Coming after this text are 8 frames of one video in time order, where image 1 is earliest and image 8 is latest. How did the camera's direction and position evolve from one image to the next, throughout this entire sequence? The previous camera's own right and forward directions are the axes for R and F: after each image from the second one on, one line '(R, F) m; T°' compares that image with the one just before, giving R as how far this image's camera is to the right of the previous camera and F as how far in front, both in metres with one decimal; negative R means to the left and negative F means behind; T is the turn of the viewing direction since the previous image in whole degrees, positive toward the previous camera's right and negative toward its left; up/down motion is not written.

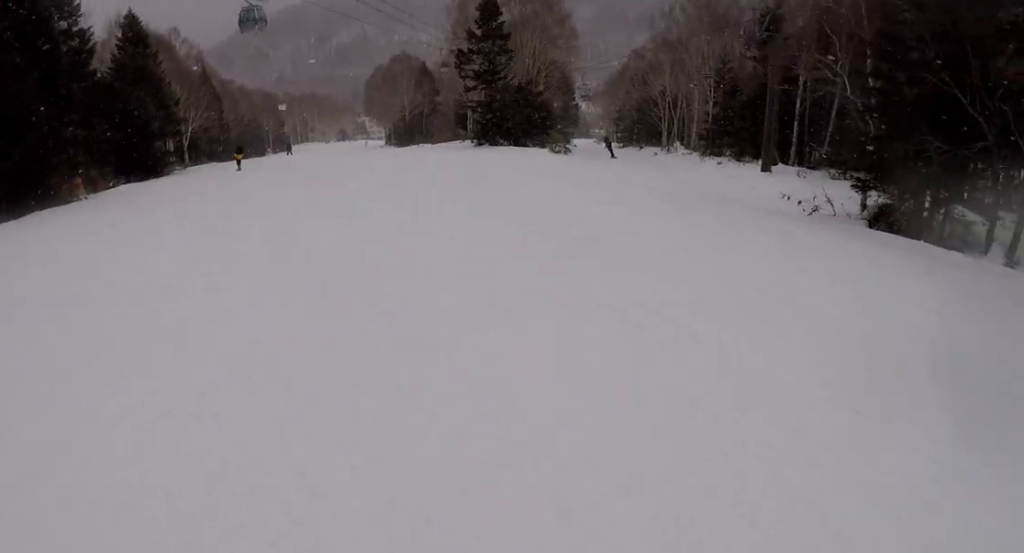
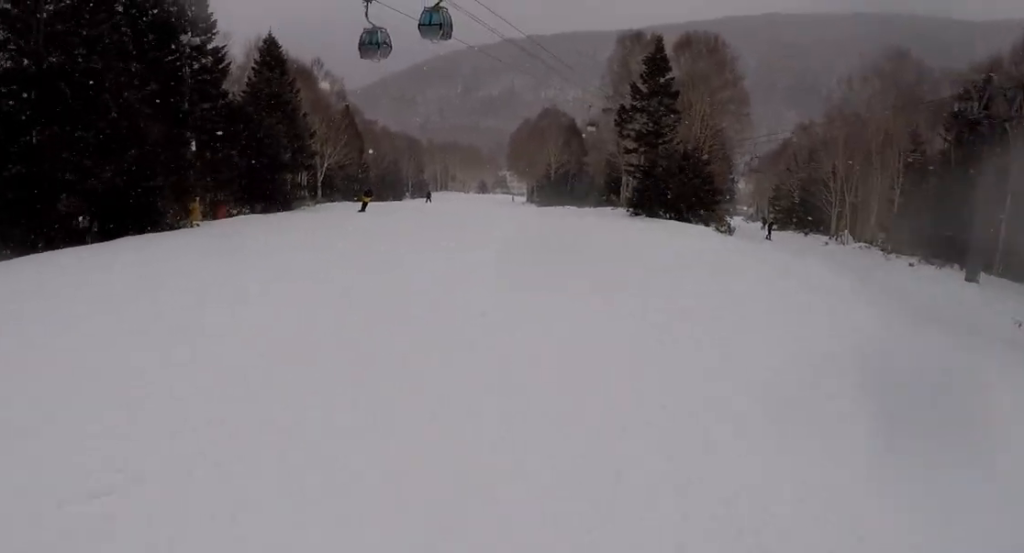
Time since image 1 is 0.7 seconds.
(0.0, +5.7) m; 0°
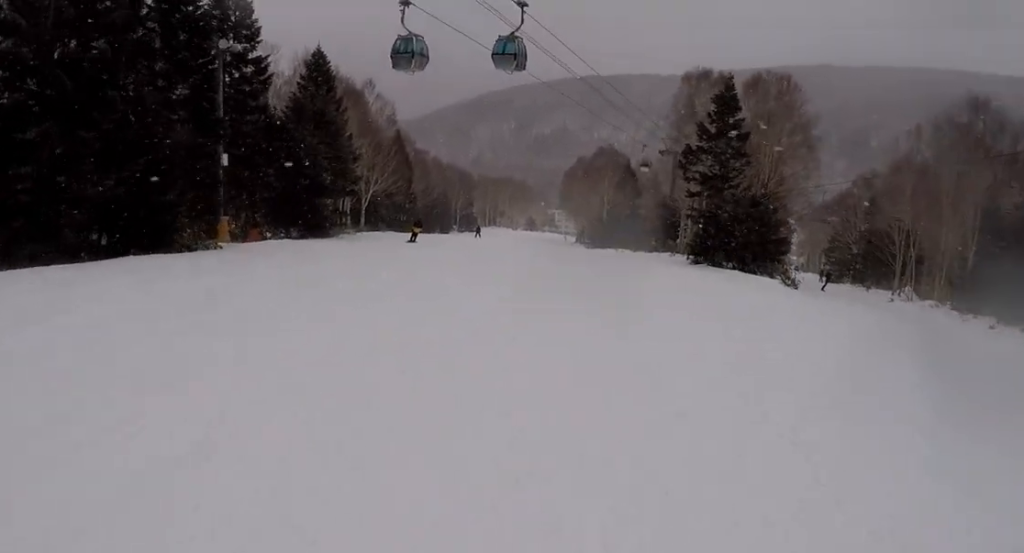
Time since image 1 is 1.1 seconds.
(0.0, +3.8) m; 0°
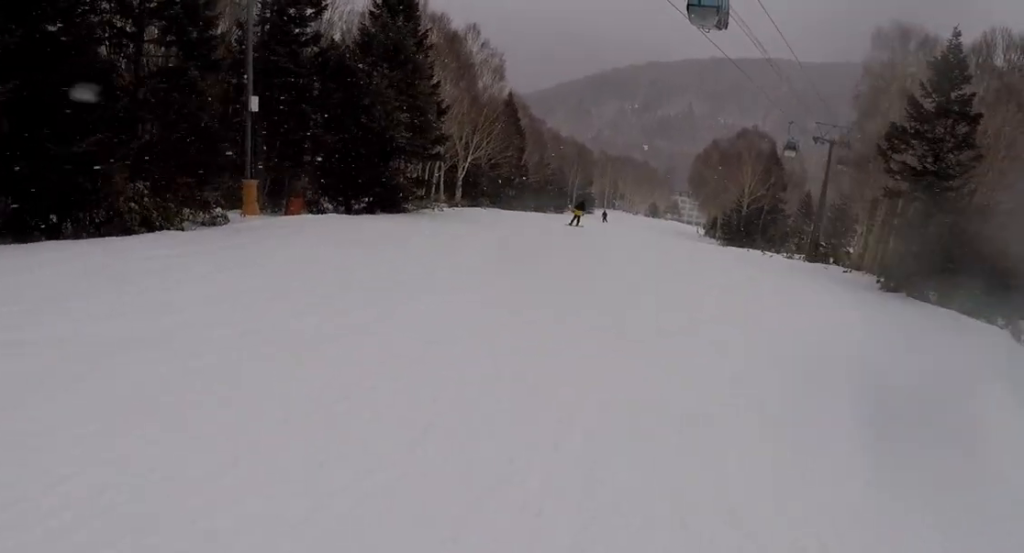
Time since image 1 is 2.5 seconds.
(-0.3, +11.9) m; -2°
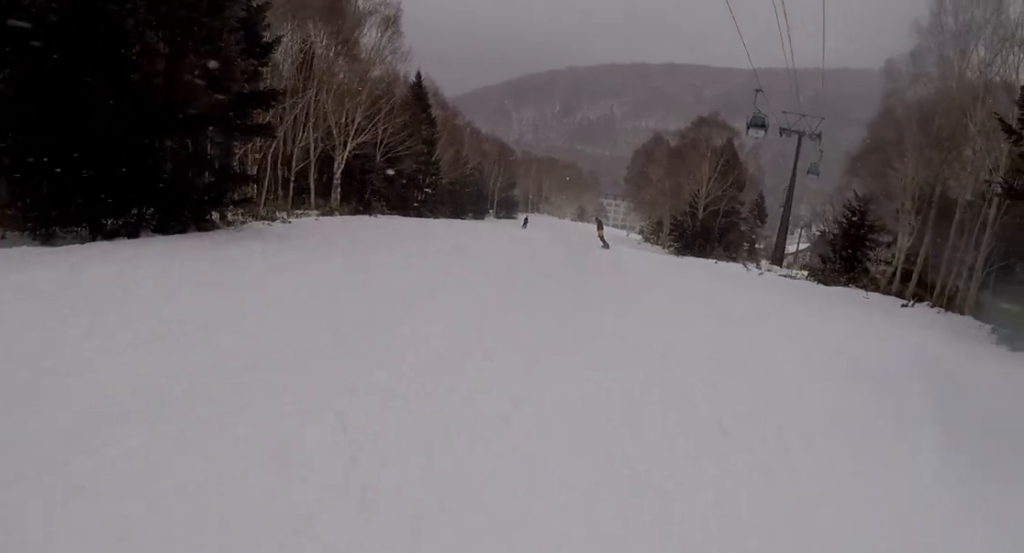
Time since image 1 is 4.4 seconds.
(+0.9, +16.6) m; +12°
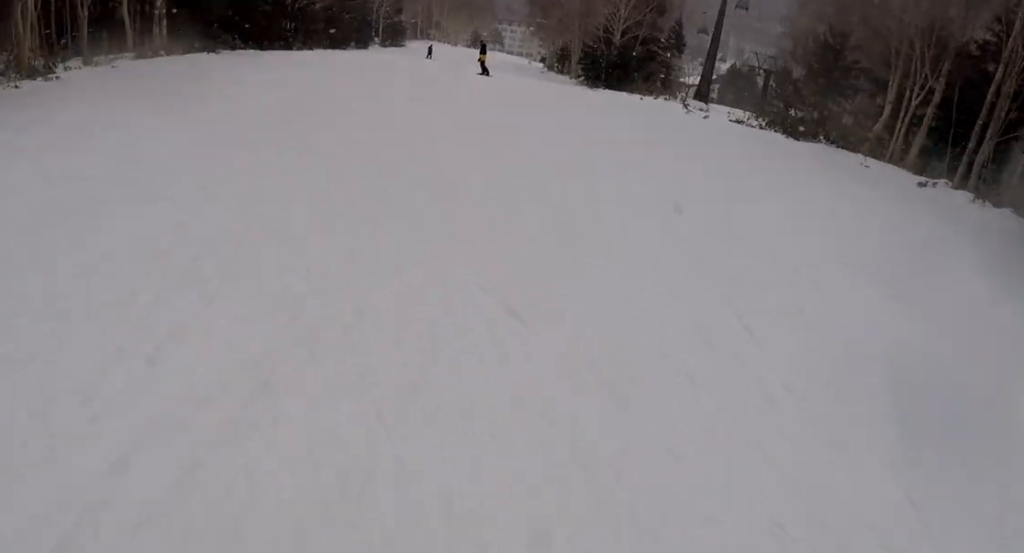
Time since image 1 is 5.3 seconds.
(+0.8, +8.2) m; 0°
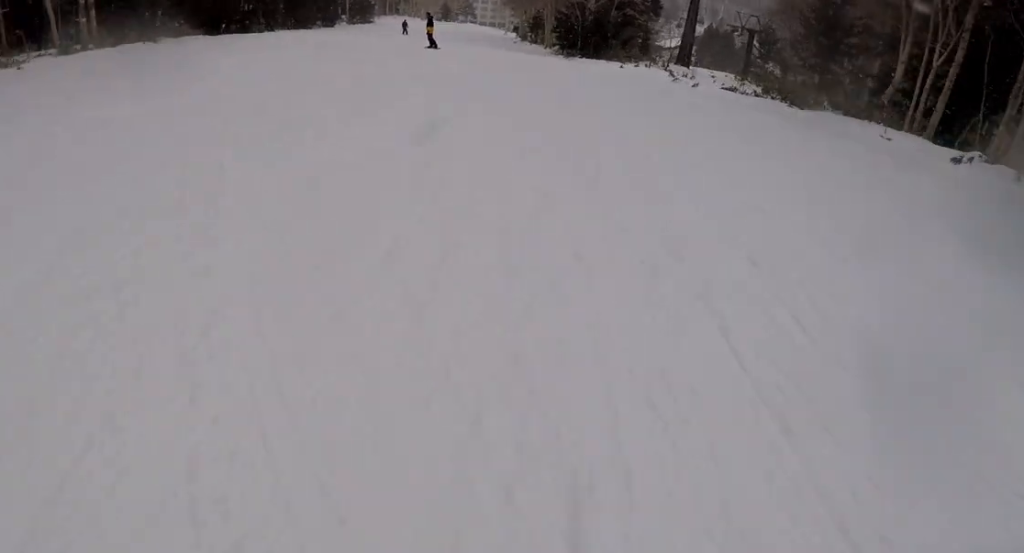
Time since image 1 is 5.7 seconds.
(-0.5, +3.4) m; 0°
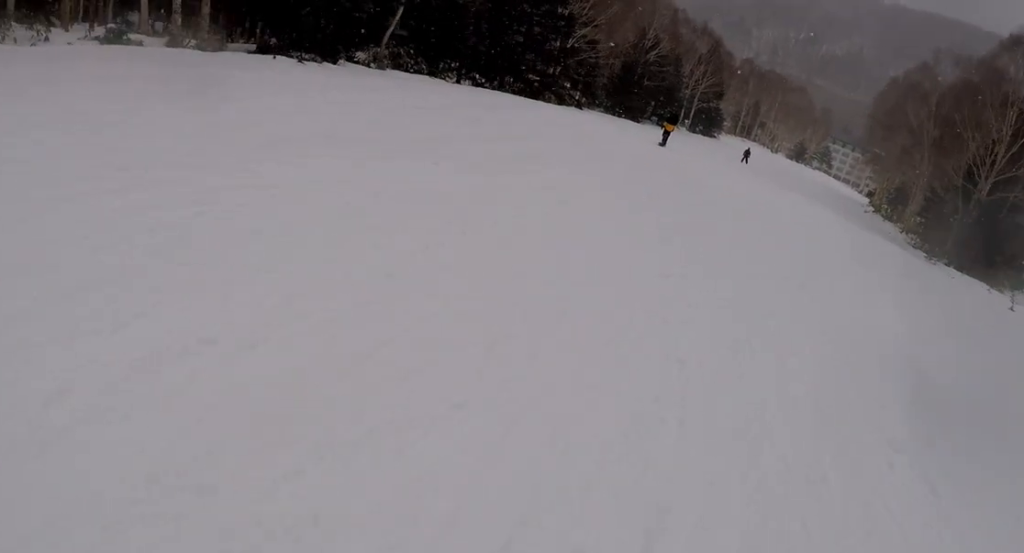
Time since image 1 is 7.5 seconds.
(-0.4, +14.2) m; -10°
